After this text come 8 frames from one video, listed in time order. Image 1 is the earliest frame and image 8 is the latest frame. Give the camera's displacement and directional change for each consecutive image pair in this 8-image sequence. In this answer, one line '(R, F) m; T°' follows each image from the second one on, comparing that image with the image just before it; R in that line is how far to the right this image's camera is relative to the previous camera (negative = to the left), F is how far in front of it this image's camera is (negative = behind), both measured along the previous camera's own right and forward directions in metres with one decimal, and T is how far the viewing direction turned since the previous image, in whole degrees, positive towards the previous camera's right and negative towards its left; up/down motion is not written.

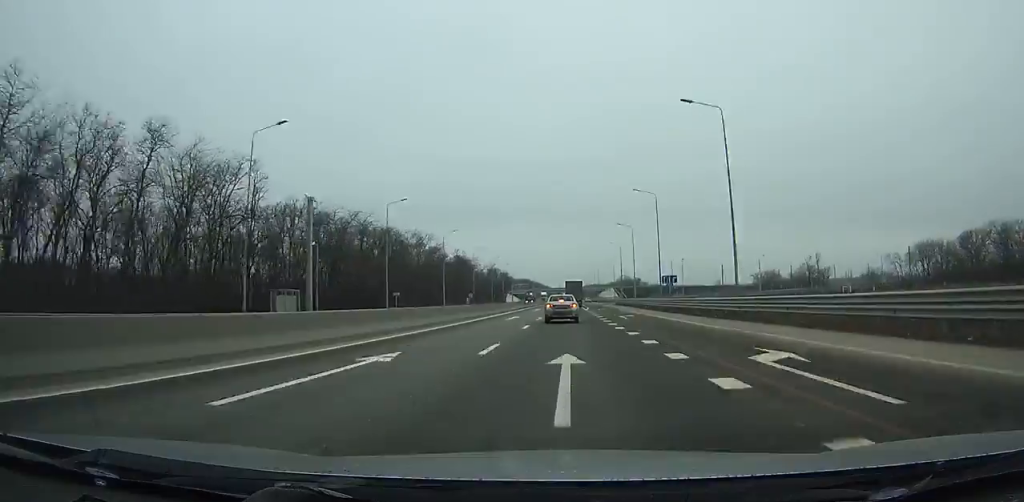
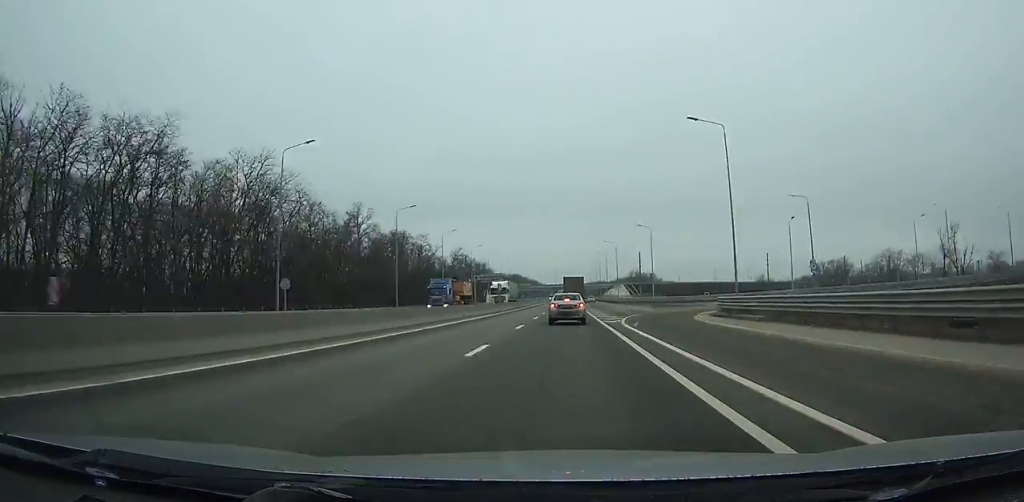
(+0.2, +82.2) m; 0°
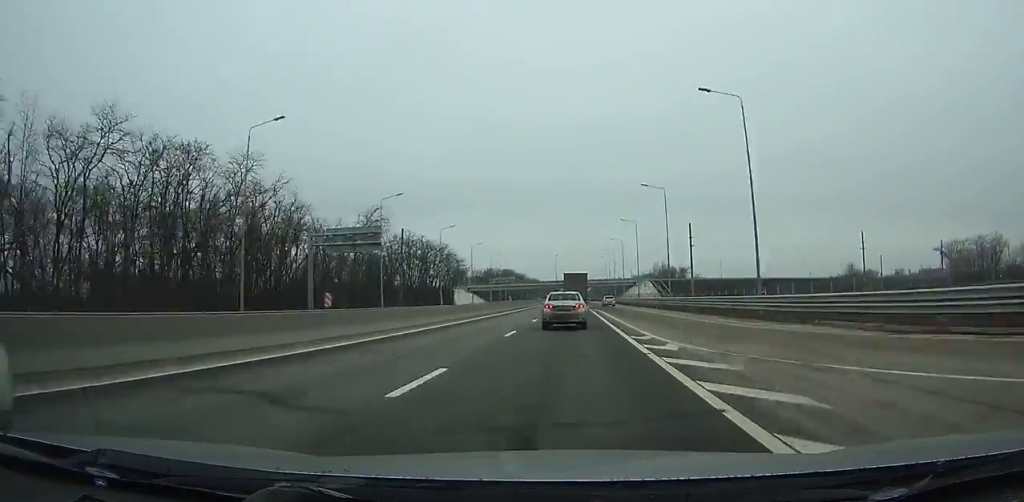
(-0.6, +87.7) m; 0°
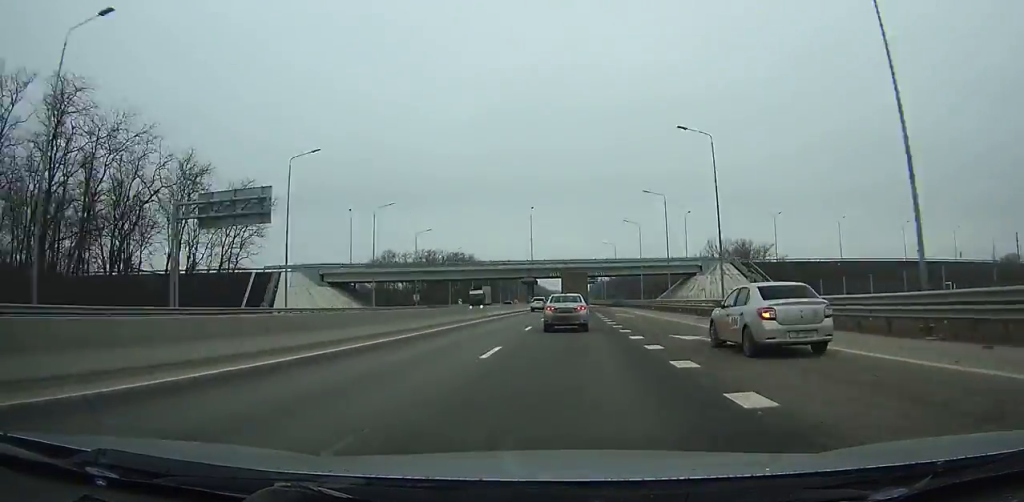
(+0.3, +126.7) m; 0°
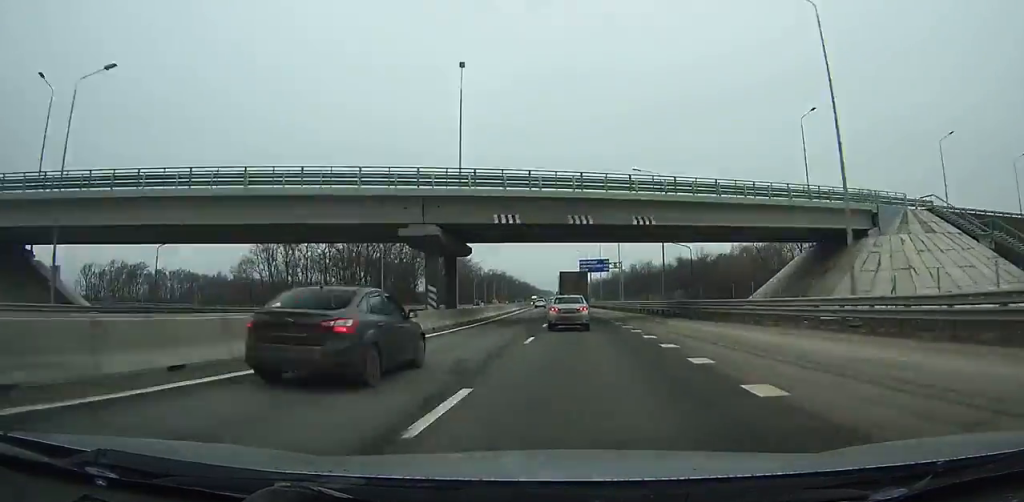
(+0.1, +68.0) m; 0°
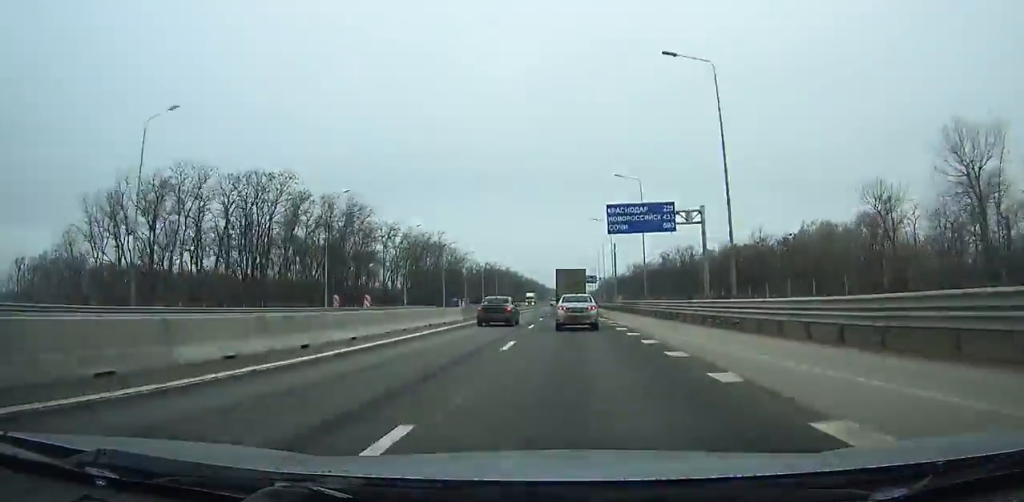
(-0.2, +49.9) m; 0°
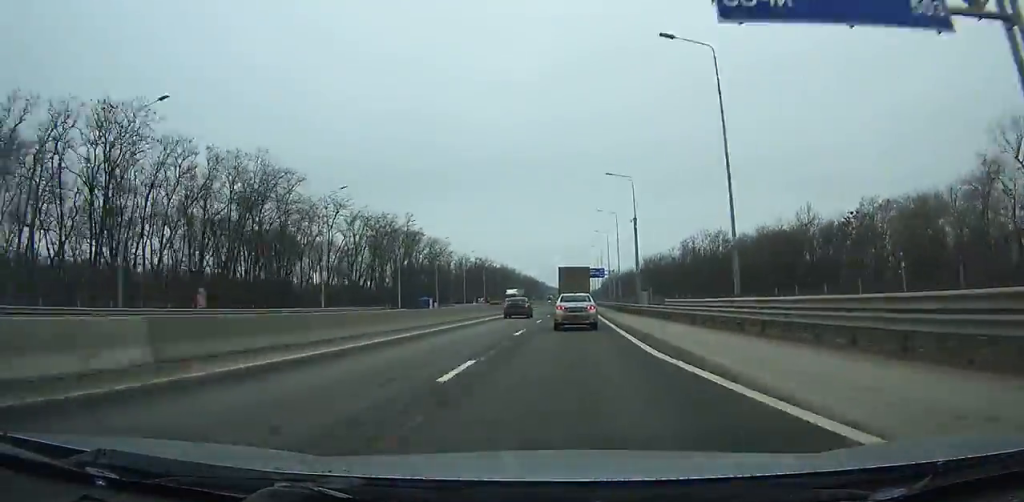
(-0.4, +29.5) m; 0°
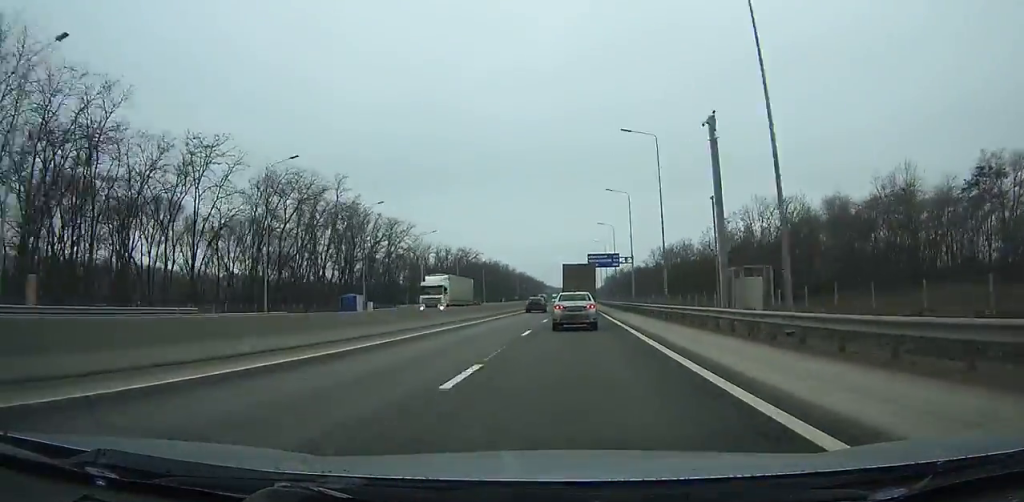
(0.0, +36.2) m; 0°
